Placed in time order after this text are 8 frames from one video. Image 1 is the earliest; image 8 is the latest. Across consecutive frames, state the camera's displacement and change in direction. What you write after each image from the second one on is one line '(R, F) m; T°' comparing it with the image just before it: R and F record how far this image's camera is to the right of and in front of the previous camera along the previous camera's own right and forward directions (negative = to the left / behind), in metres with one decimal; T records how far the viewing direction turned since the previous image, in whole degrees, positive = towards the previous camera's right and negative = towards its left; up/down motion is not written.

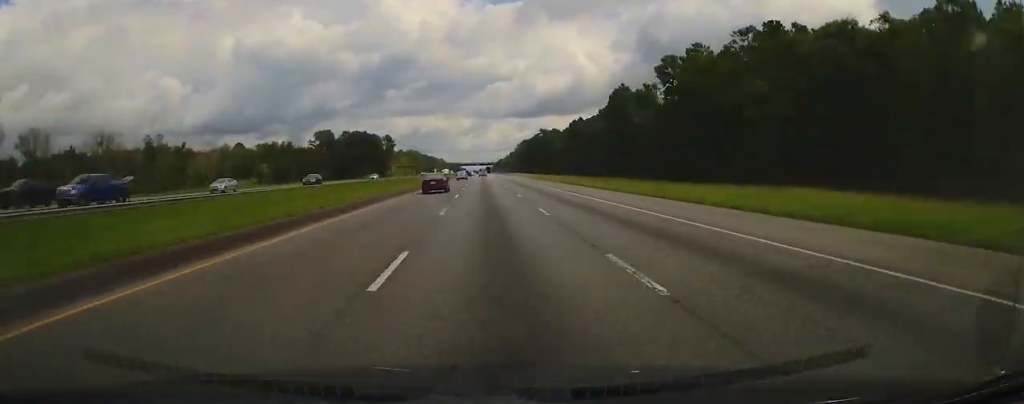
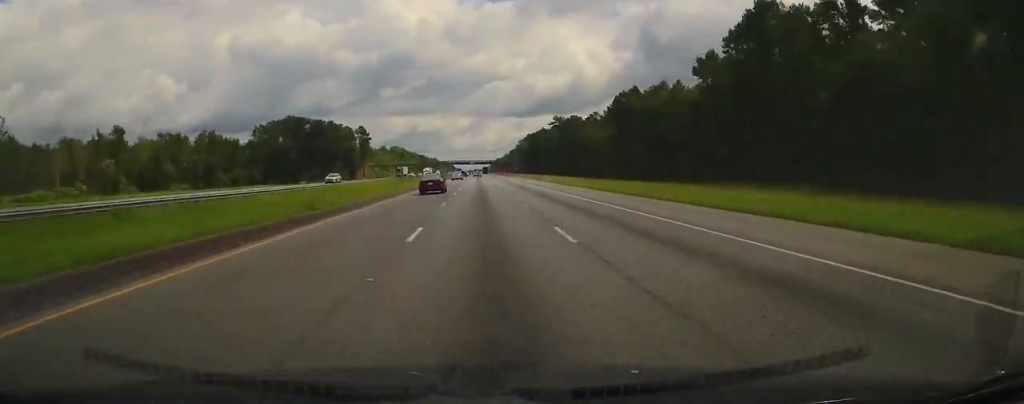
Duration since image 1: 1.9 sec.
(-0.1, +69.2) m; 0°
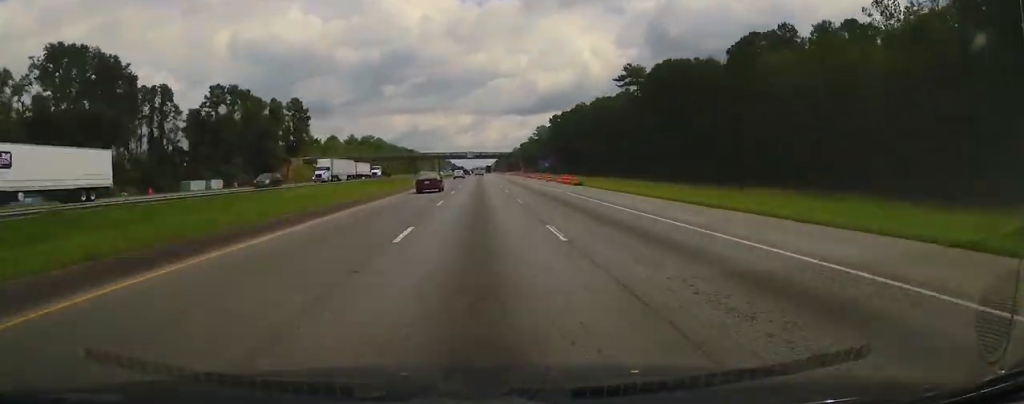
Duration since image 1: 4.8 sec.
(-0.1, +109.2) m; 0°
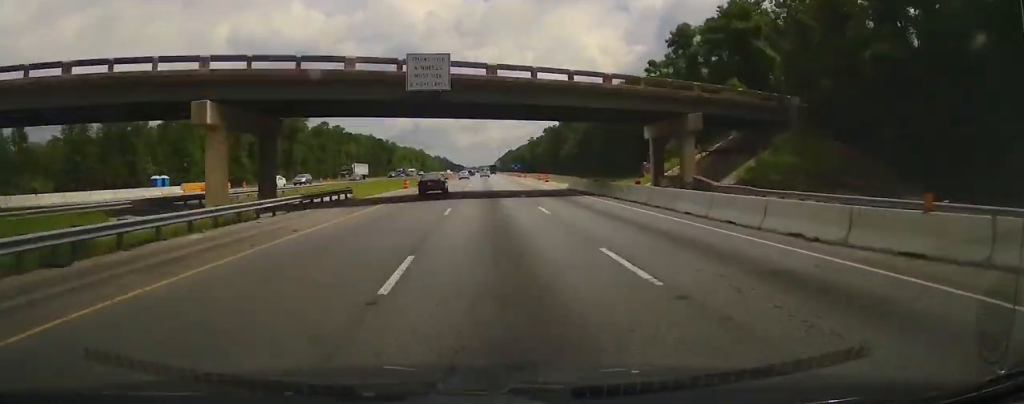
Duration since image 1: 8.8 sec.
(+0.3, +149.9) m; 0°
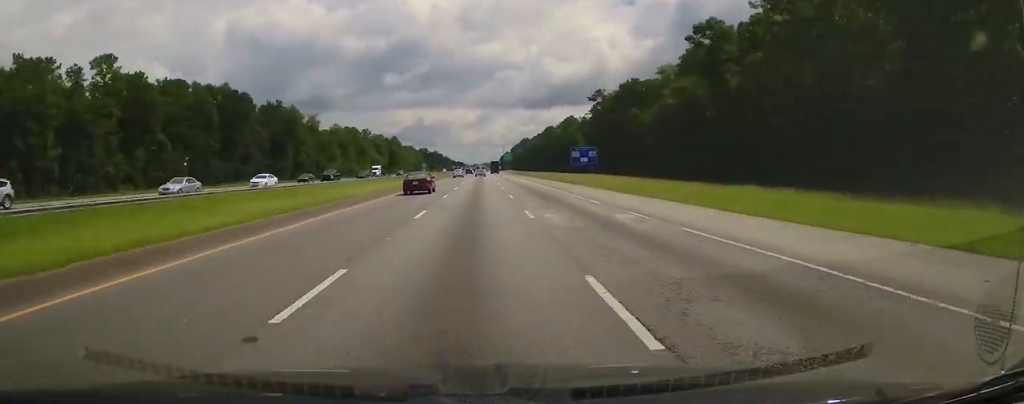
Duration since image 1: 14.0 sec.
(+0.1, +196.1) m; 0°
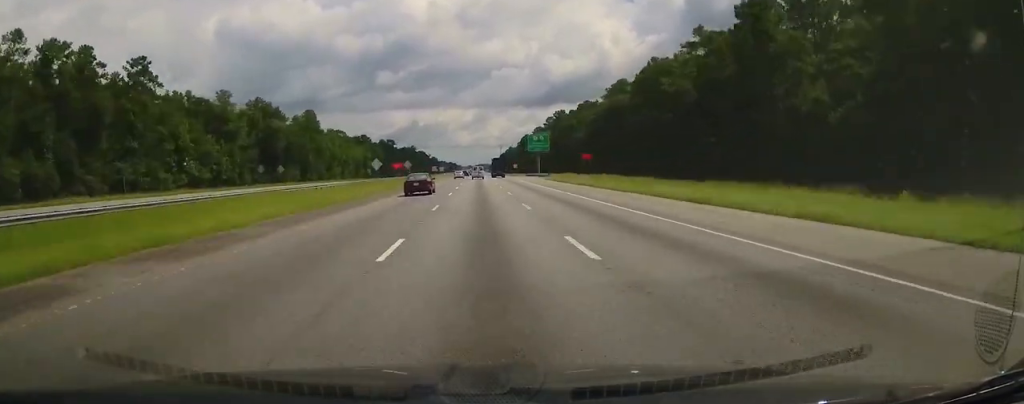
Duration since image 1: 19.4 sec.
(+0.5, +201.2) m; 0°
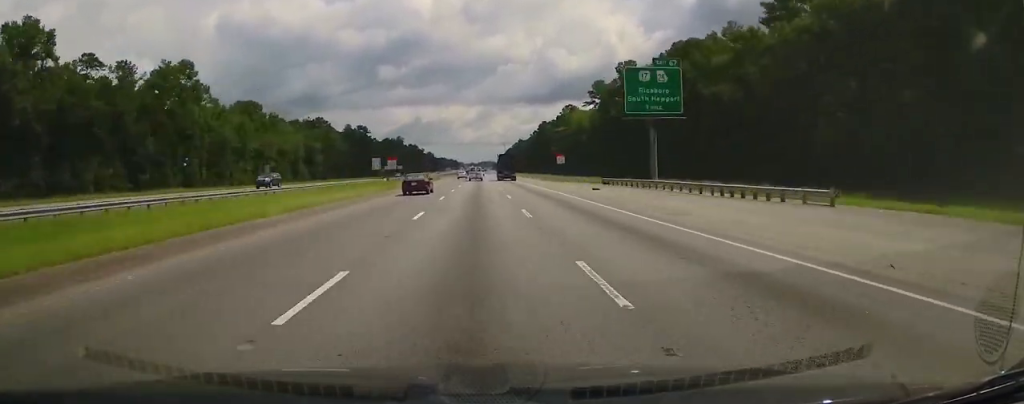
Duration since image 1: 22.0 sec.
(-0.6, +100.3) m; 0°
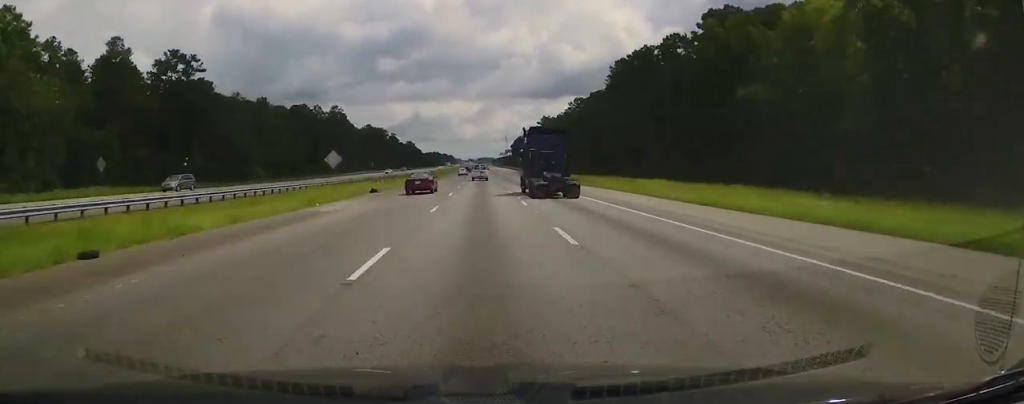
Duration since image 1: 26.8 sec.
(+0.3, +179.5) m; 0°
